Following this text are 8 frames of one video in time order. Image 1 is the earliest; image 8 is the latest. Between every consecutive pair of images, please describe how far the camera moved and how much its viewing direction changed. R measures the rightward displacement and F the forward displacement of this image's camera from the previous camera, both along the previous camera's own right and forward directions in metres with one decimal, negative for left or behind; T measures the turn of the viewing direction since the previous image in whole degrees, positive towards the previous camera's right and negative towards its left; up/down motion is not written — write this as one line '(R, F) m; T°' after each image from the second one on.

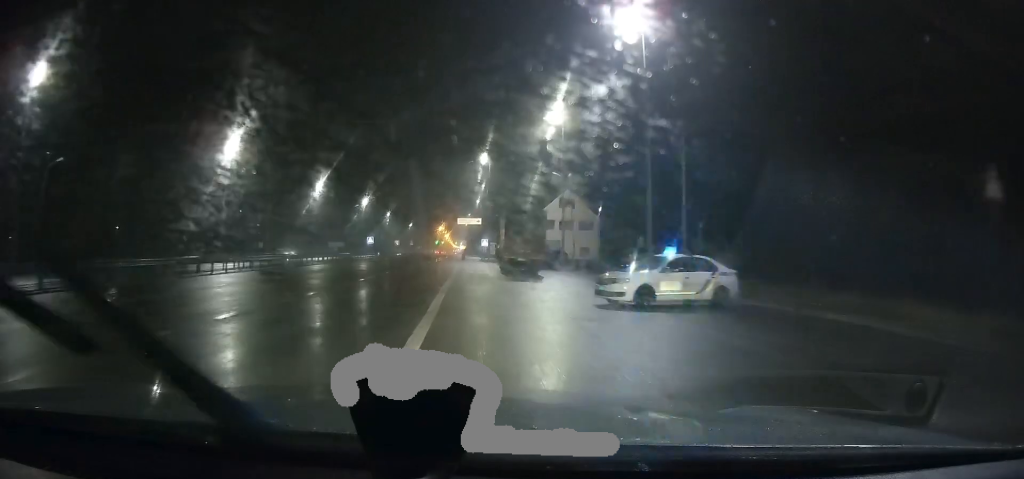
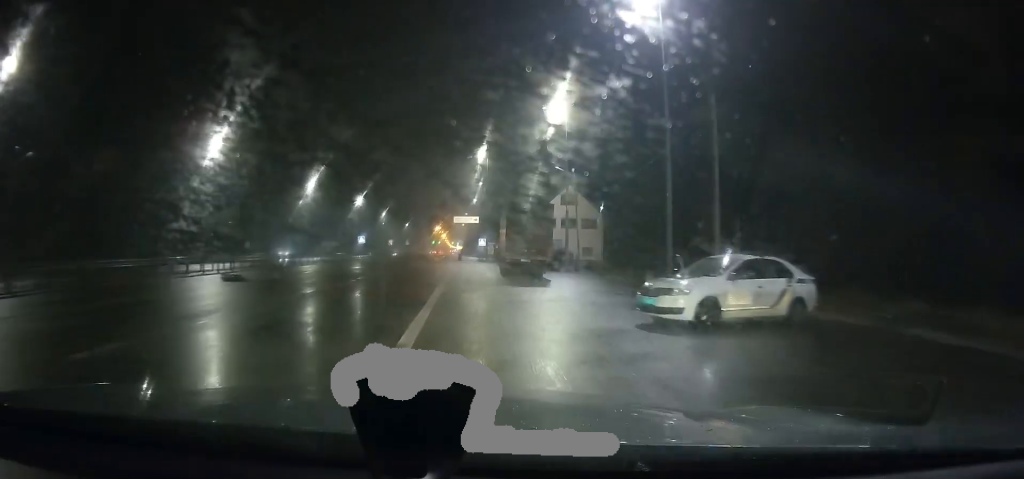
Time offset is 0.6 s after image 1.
(0.0, +4.2) m; +2°
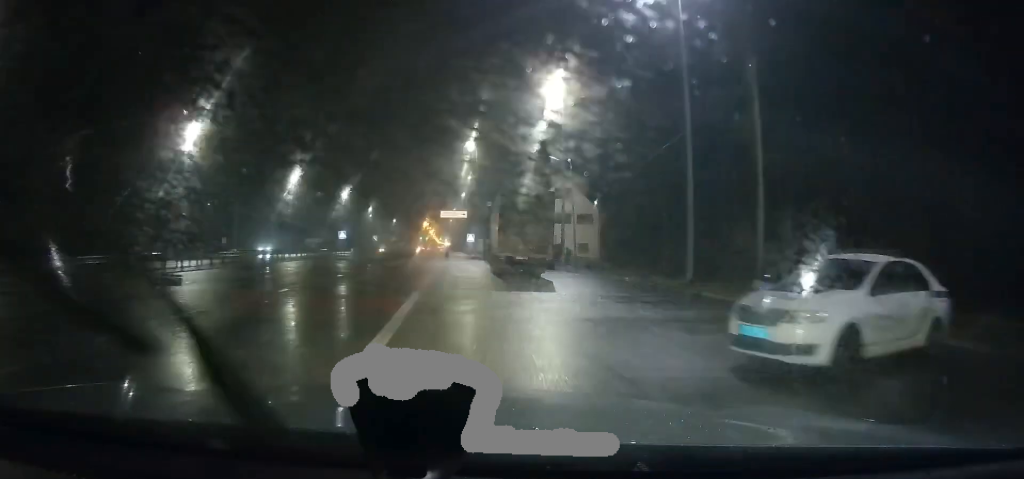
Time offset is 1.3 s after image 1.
(-0.1, +4.6) m; +3°
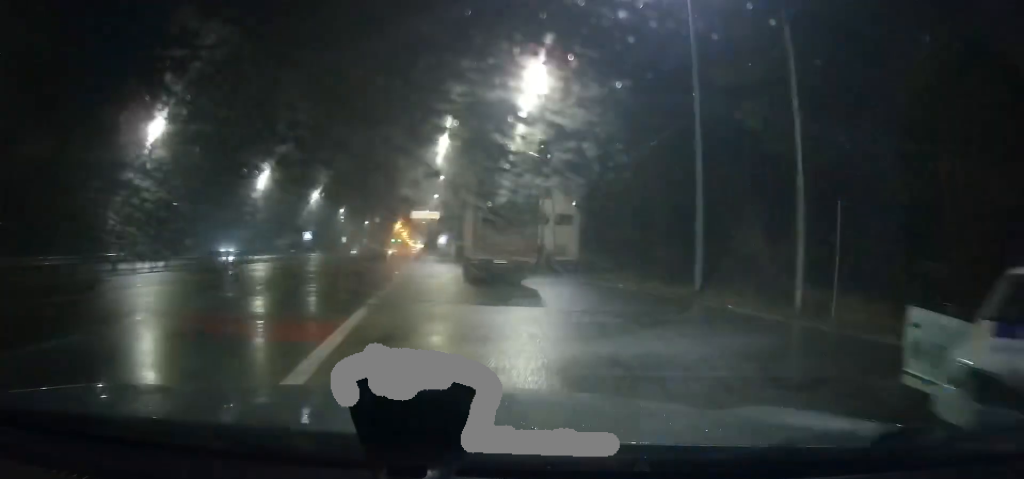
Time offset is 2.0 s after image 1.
(+0.3, +3.8) m; +8°
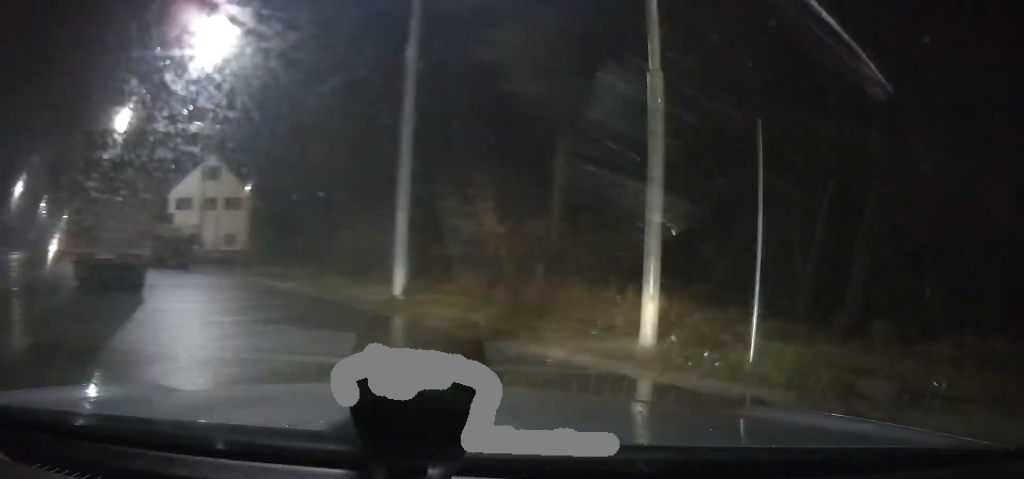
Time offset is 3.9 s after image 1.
(+1.9, +8.5) m; +20°
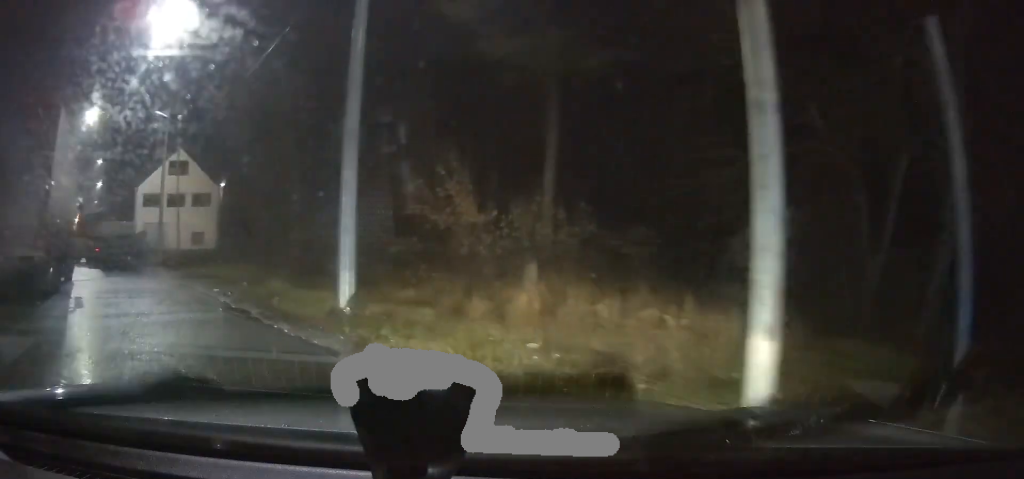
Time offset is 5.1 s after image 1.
(0.0, +3.9) m; -8°
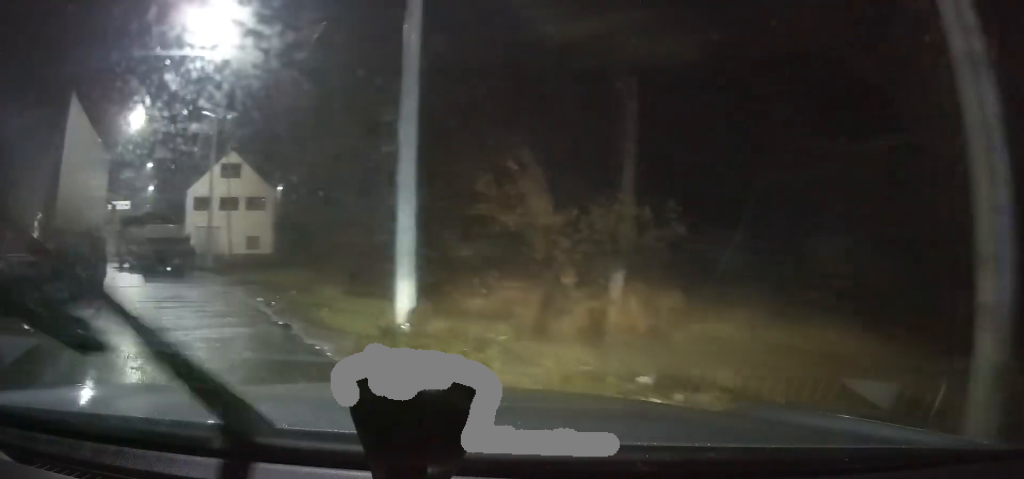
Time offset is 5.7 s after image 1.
(-0.2, +1.4) m; -7°
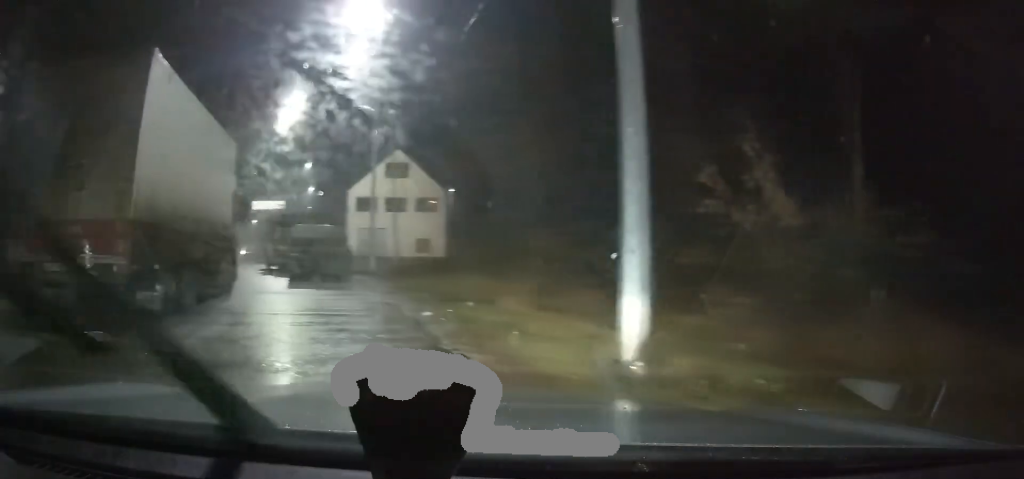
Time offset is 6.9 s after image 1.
(-0.3, +2.5) m; -7°
